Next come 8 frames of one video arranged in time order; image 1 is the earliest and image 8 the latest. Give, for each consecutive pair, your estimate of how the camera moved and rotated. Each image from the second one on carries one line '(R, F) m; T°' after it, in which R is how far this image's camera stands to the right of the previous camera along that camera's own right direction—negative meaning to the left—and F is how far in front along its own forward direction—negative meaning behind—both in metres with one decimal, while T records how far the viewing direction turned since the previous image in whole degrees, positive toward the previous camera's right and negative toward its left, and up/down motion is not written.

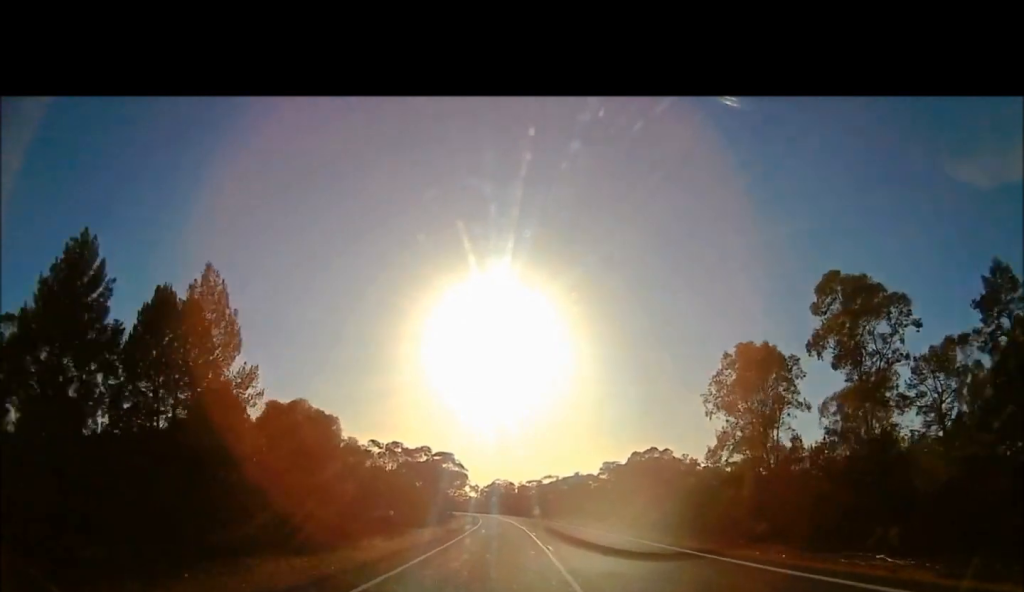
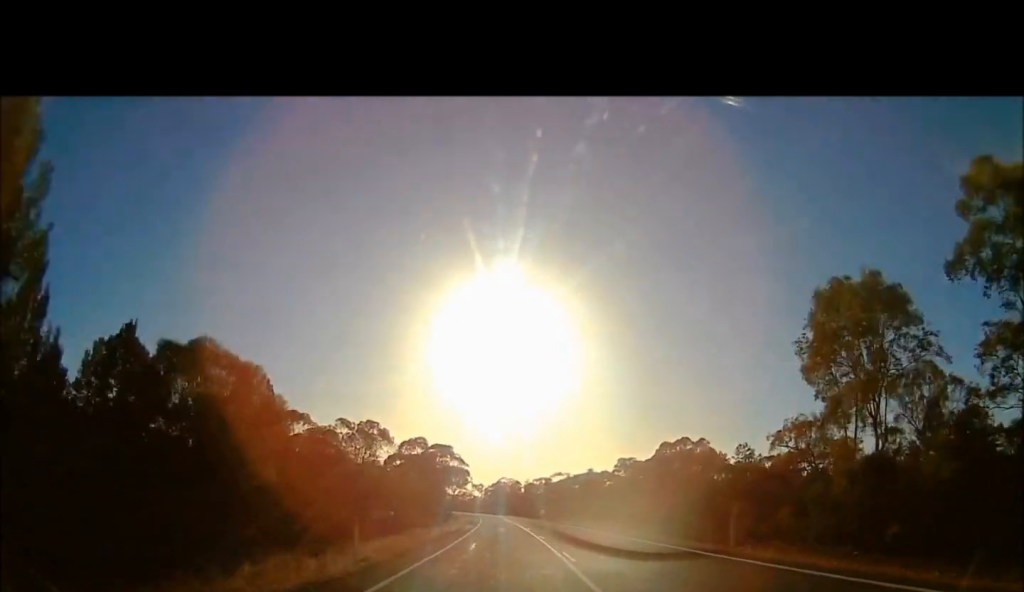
(-0.6, +15.6) m; -1°
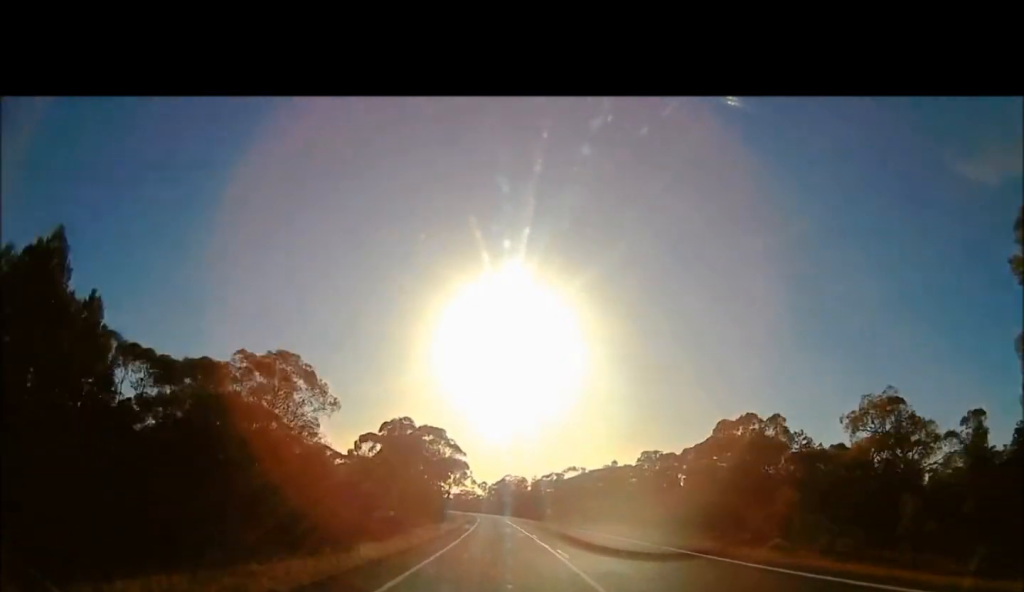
(+0.4, +22.3) m; +1°
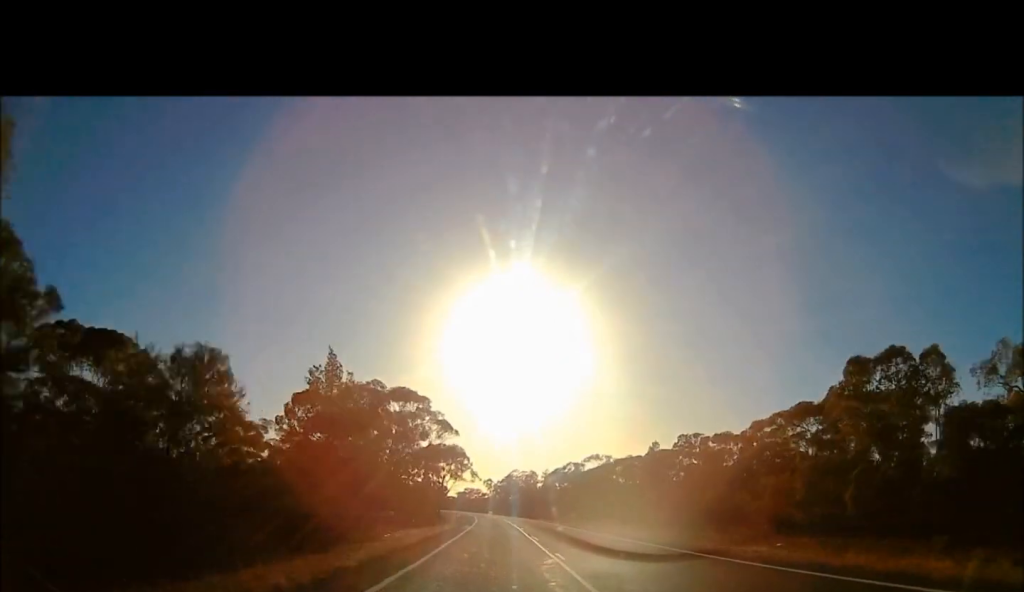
(+0.2, +25.5) m; 0°
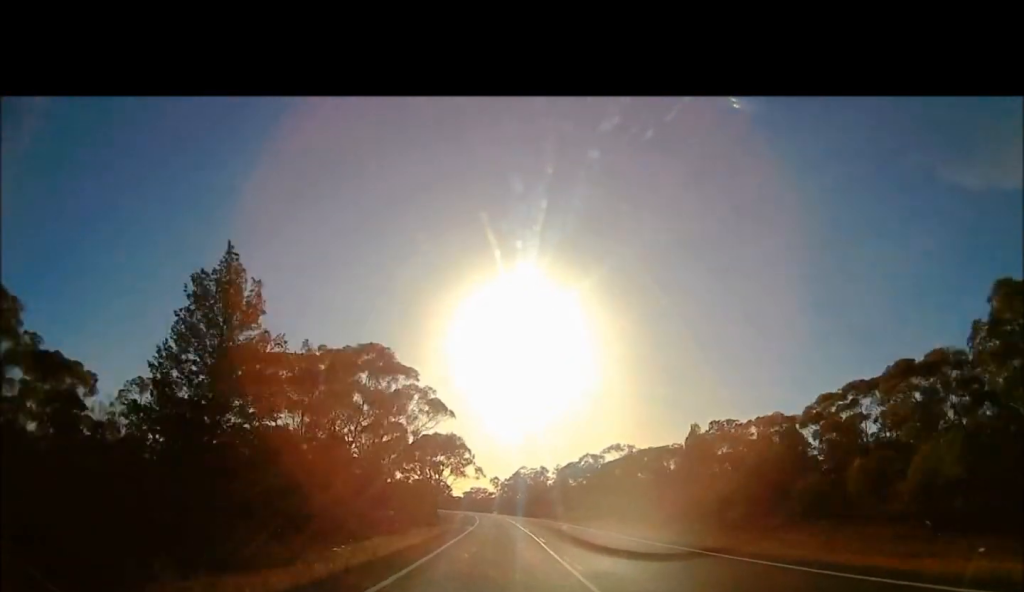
(+0.1, +14.4) m; -1°
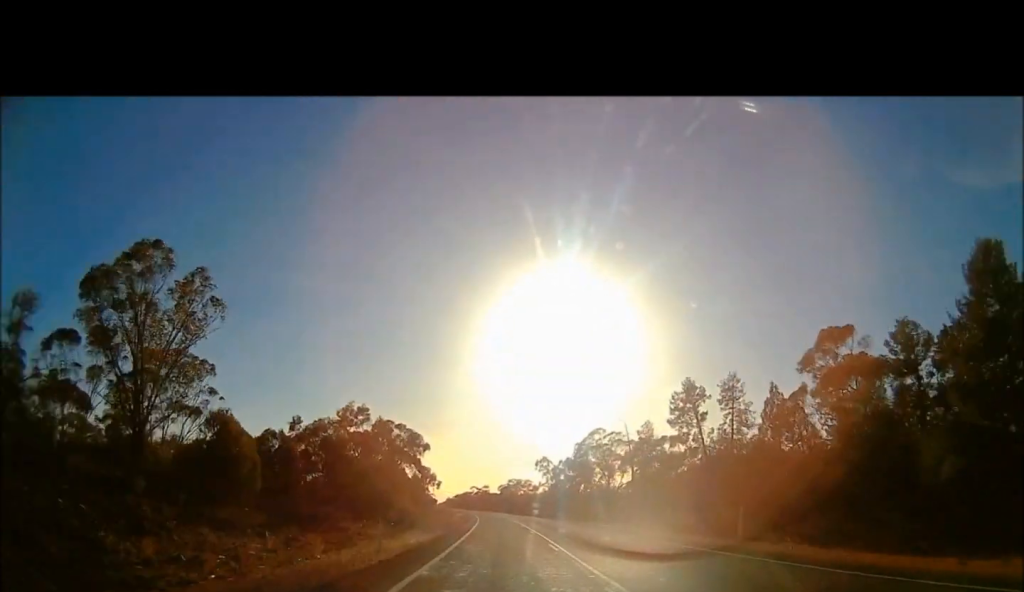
(-2.7, +101.2) m; -4°
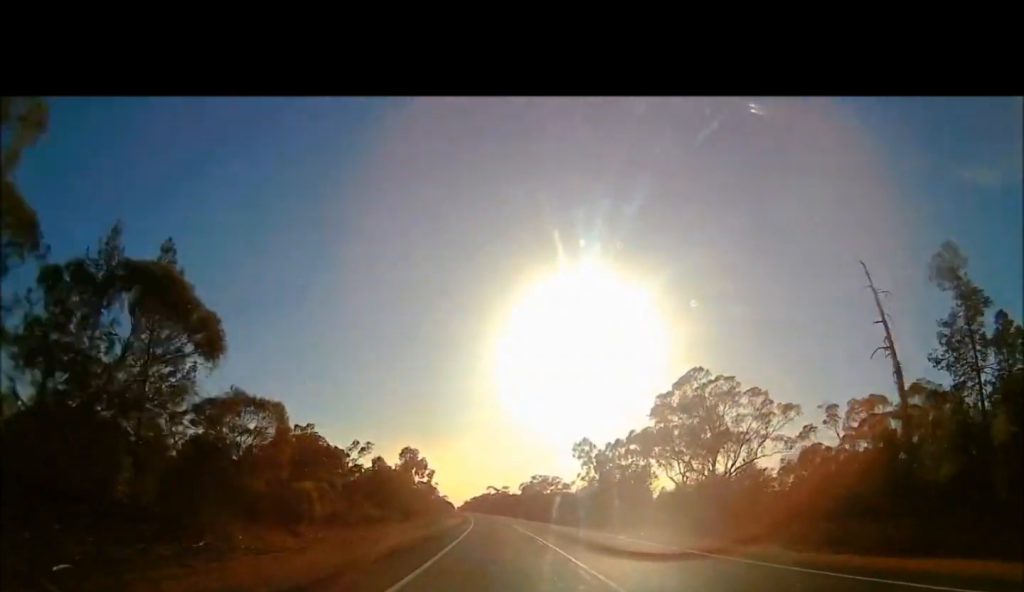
(-1.6, +53.4) m; -1°
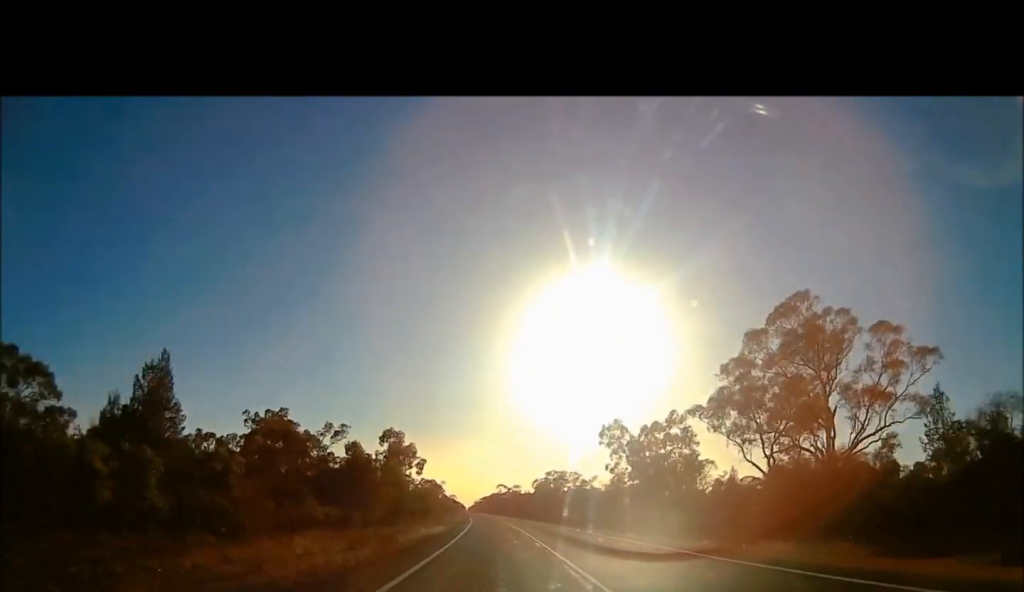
(+0.3, +24.5) m; 0°
